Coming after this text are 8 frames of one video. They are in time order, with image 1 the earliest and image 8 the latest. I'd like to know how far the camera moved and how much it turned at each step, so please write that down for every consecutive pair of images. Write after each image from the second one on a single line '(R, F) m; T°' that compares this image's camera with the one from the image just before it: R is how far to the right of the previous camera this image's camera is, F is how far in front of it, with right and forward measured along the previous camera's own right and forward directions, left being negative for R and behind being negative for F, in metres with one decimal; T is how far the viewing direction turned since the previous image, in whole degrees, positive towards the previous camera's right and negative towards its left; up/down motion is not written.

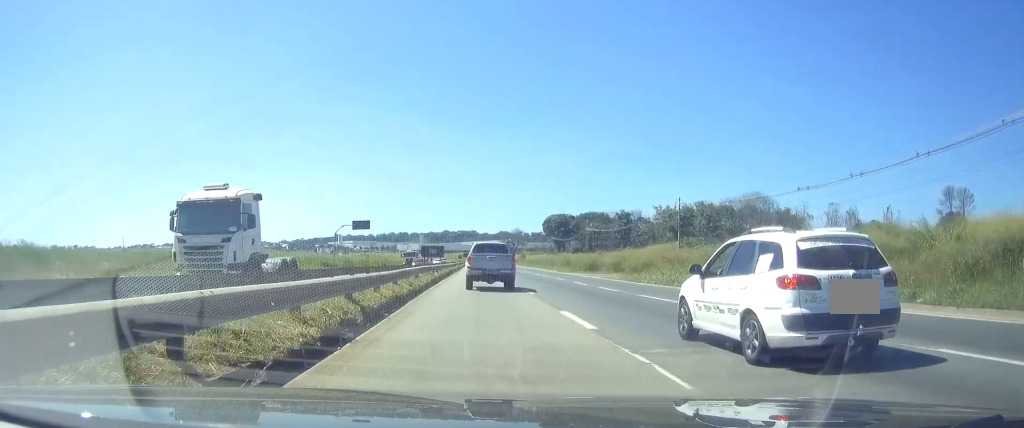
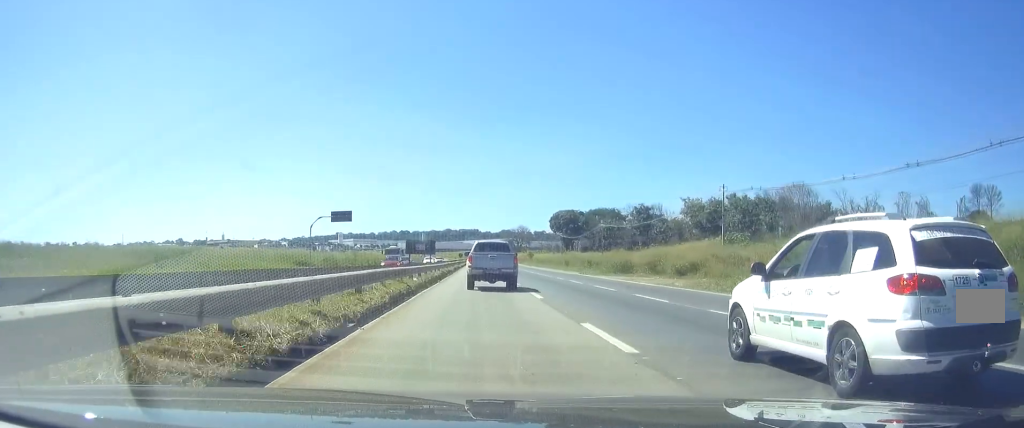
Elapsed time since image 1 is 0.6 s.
(+0.1, +14.5) m; 0°
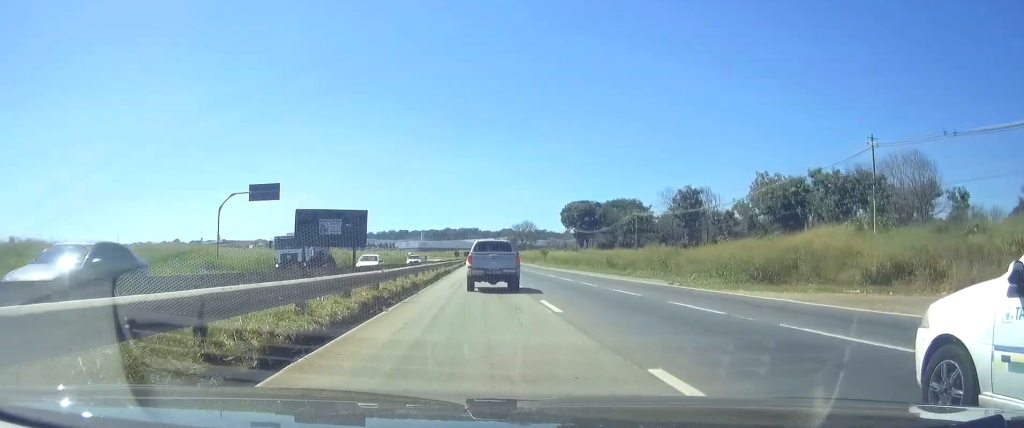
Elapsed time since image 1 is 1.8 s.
(0.0, +28.3) m; 0°
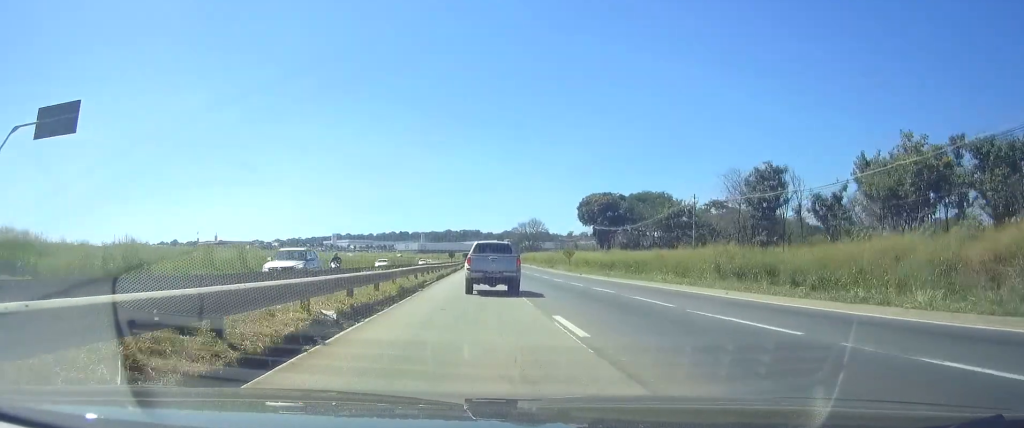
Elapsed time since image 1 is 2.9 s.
(+0.1, +27.4) m; 0°
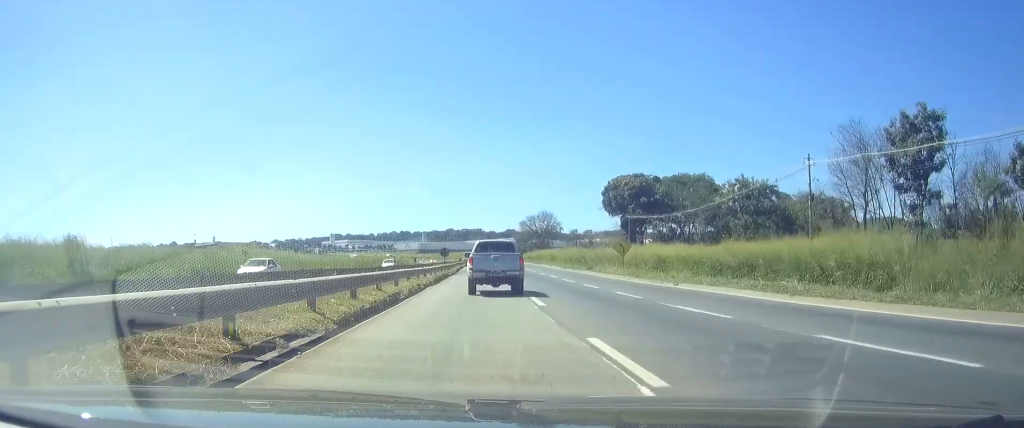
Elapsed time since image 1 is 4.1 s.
(0.0, +28.2) m; 0°
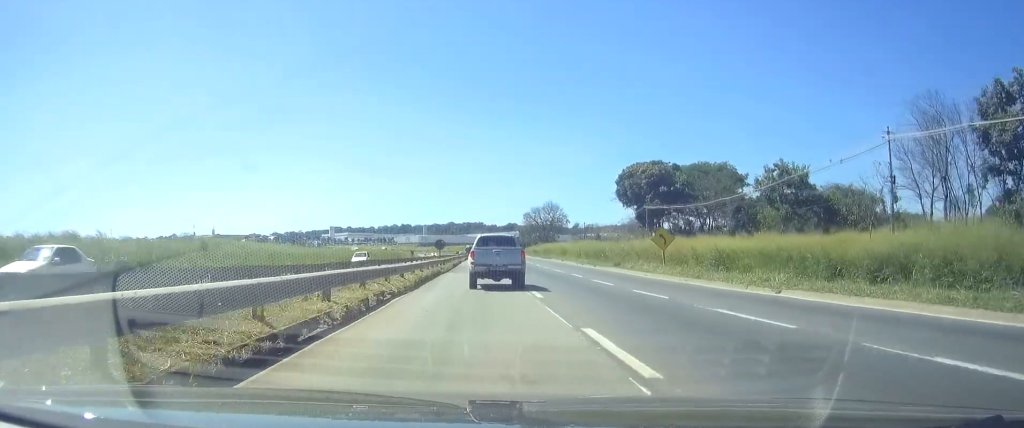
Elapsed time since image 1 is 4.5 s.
(-0.1, +11.1) m; 0°
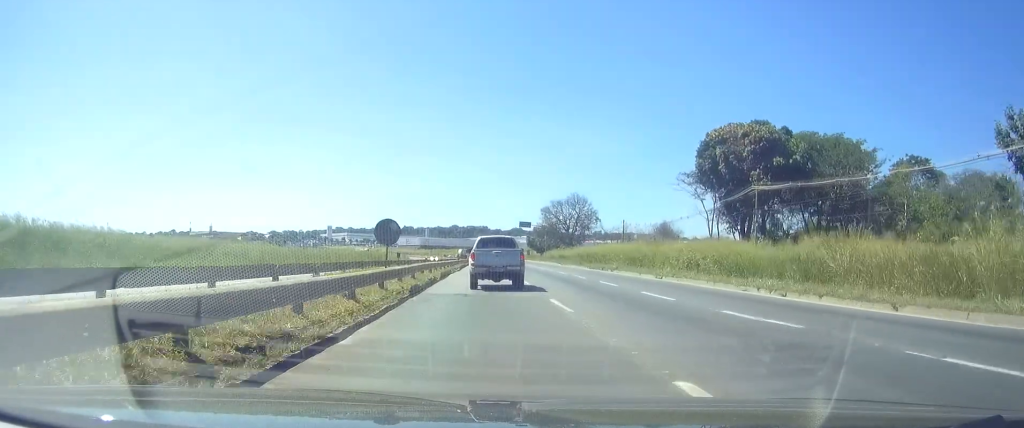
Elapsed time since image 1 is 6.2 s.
(-0.3, +39.6) m; -1°
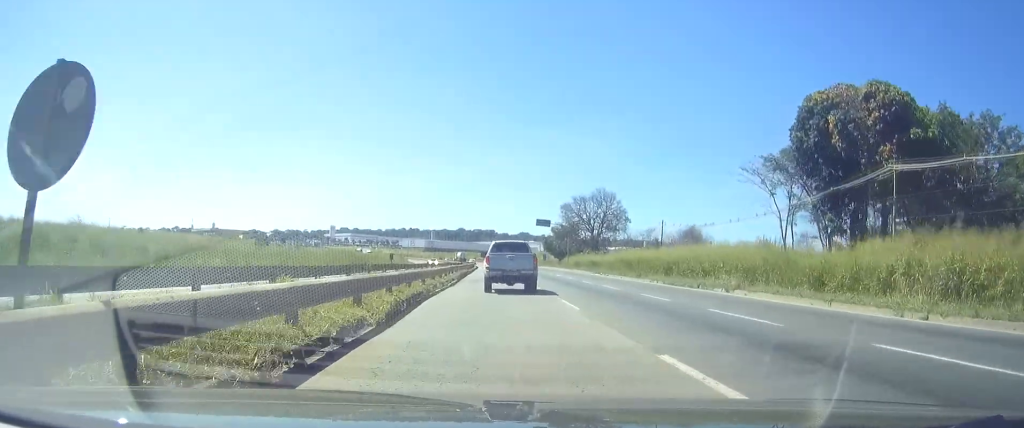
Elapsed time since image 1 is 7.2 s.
(-0.1, +21.8) m; 0°
